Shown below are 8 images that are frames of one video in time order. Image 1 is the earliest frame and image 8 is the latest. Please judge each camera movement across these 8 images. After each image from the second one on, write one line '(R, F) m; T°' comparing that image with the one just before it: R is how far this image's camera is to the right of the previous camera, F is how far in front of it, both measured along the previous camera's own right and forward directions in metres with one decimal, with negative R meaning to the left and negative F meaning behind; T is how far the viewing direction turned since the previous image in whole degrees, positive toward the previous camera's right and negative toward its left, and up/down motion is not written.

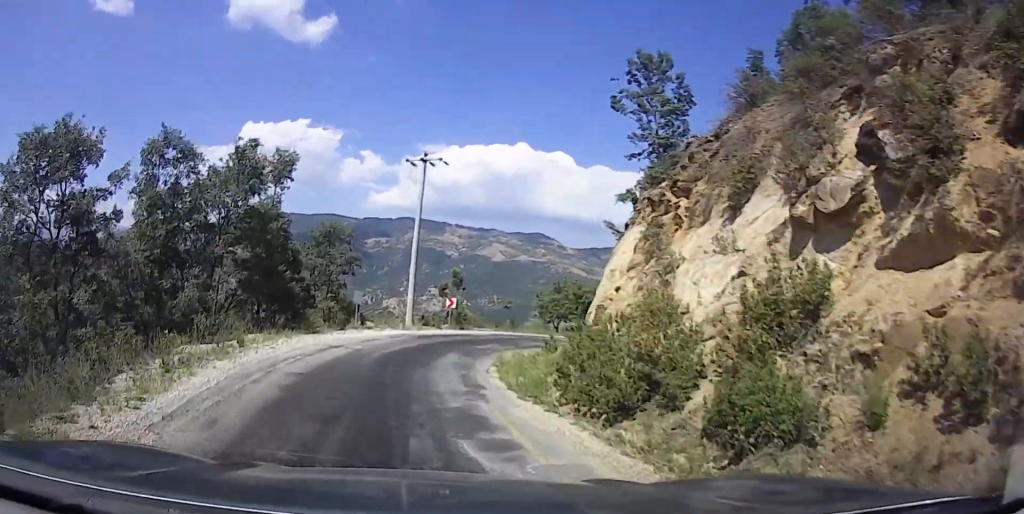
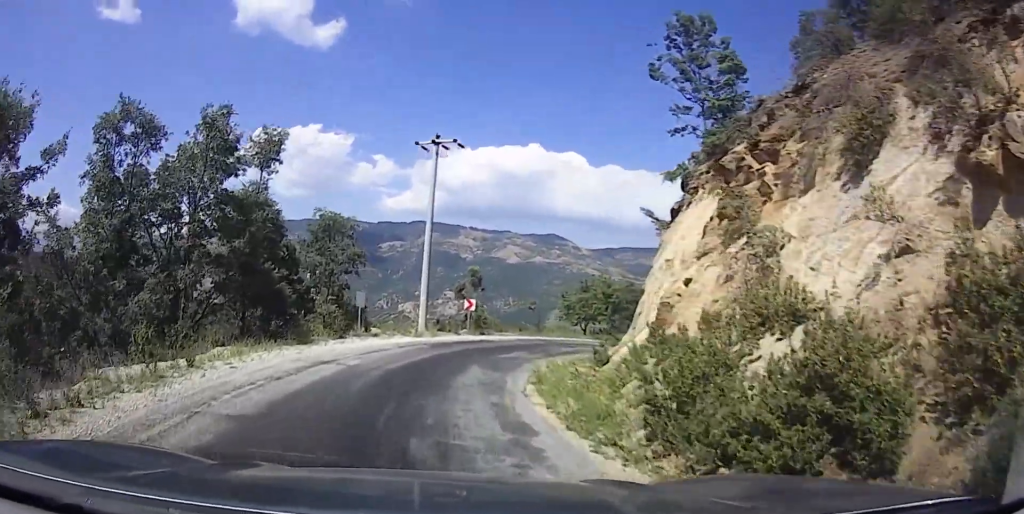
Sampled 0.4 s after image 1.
(0.0, +4.0) m; +1°
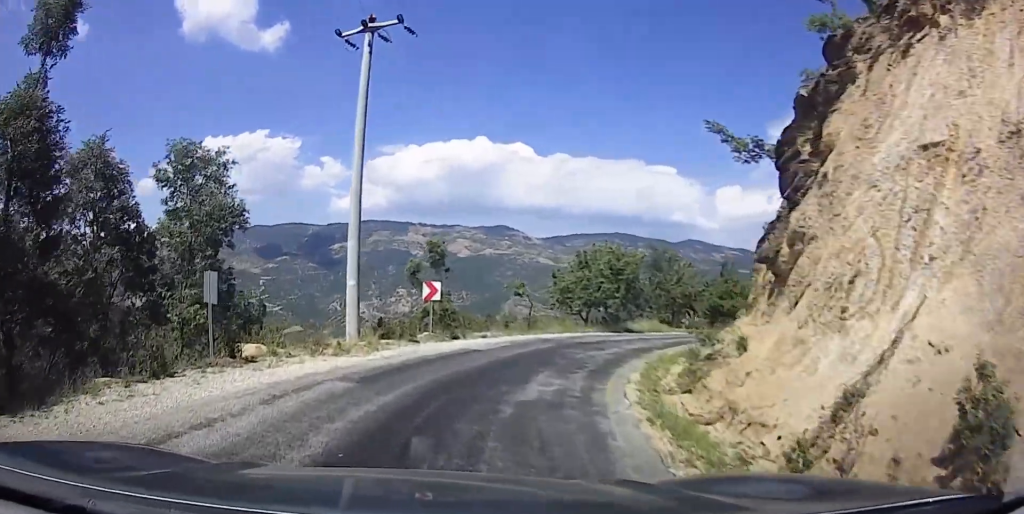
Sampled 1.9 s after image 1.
(+0.5, +12.5) m; -8°
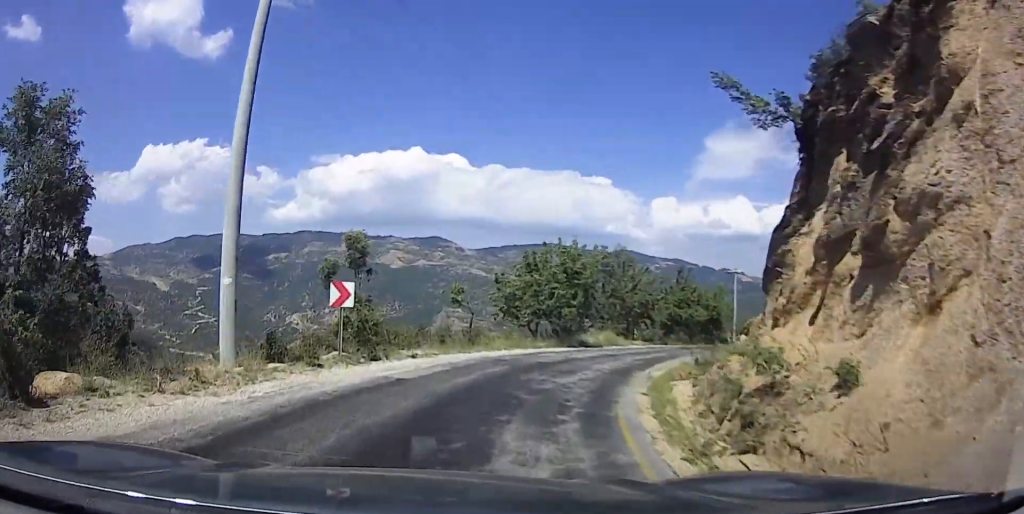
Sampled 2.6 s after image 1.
(-1.1, +4.8) m; +5°
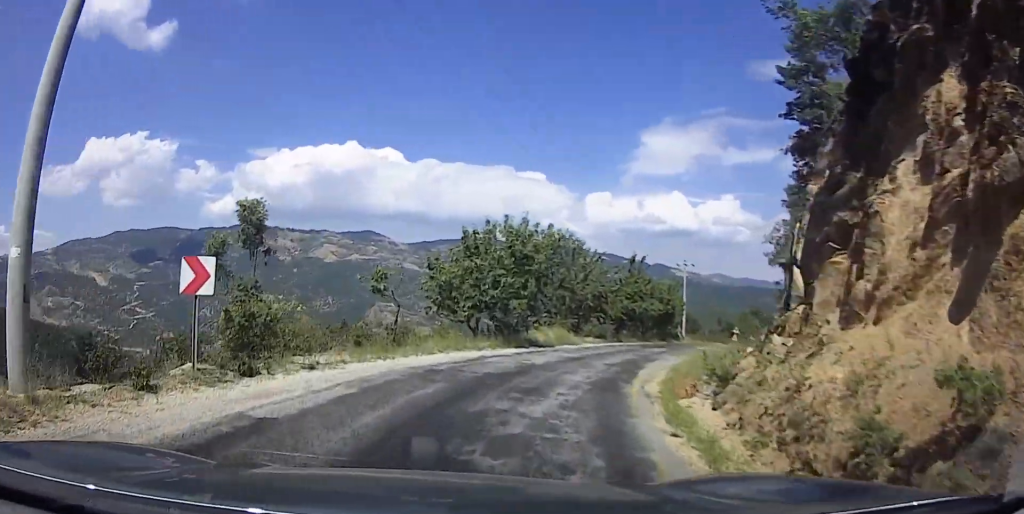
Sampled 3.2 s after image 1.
(+0.3, +4.5) m; +8°
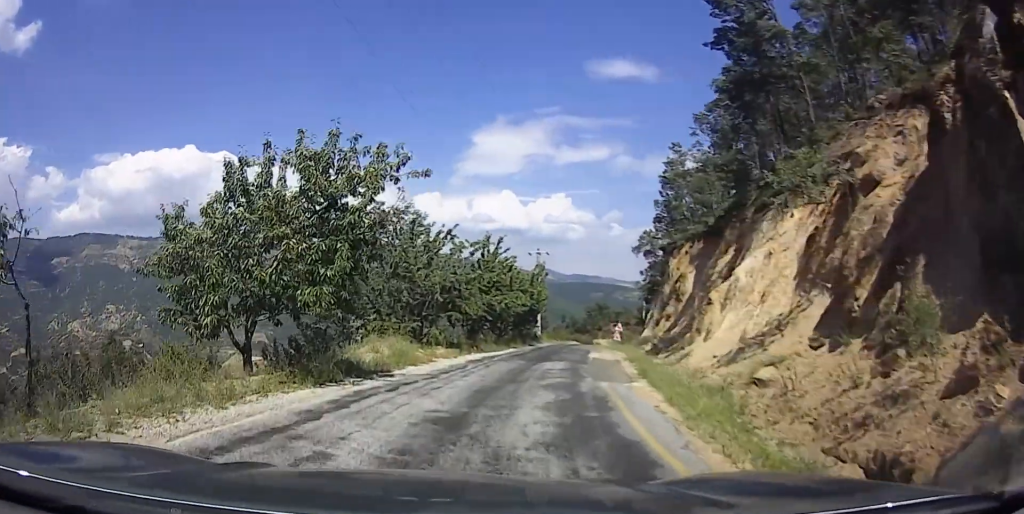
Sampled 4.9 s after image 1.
(+2.0, +11.2) m; +7°
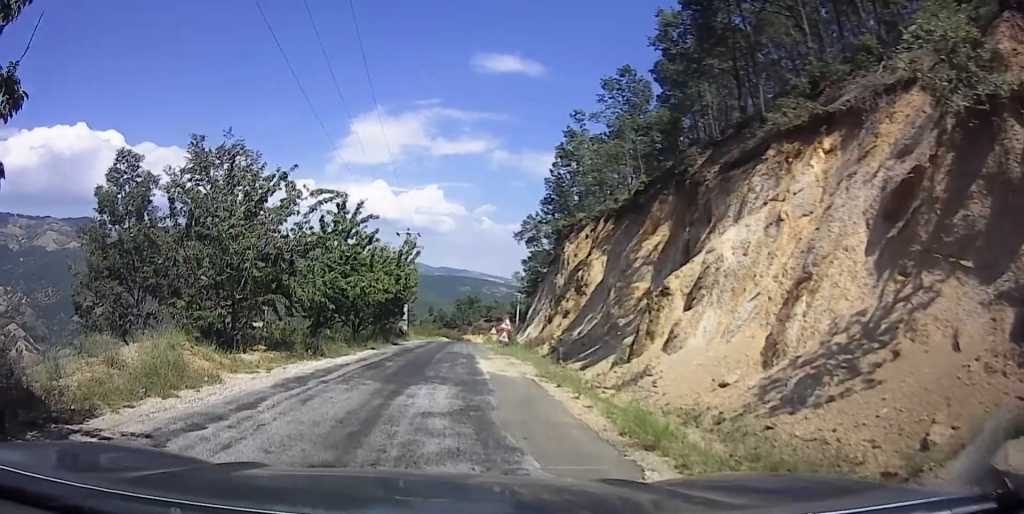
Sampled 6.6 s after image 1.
(+1.7, +8.4) m; +27°
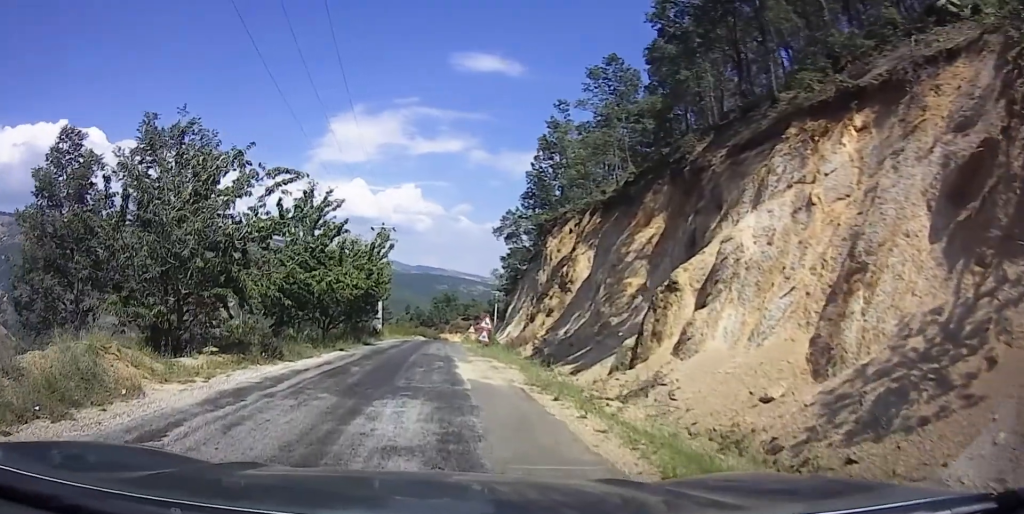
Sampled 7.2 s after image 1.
(+0.2, +2.1) m; +4°
